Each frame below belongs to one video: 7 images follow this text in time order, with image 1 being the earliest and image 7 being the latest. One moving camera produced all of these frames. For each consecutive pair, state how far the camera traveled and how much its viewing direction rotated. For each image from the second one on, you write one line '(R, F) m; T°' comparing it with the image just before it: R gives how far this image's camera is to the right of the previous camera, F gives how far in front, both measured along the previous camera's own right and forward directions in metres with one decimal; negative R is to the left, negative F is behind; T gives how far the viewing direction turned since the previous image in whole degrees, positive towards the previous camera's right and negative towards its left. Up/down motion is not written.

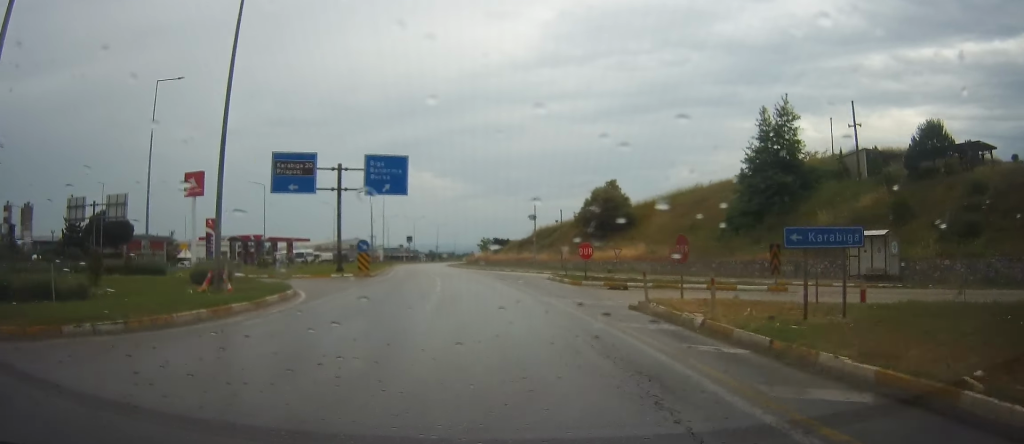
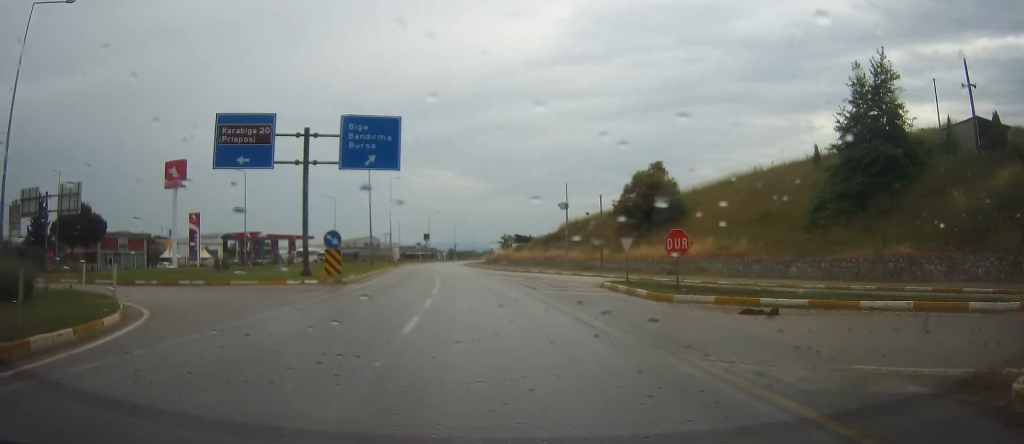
(-0.1, +14.0) m; -1°
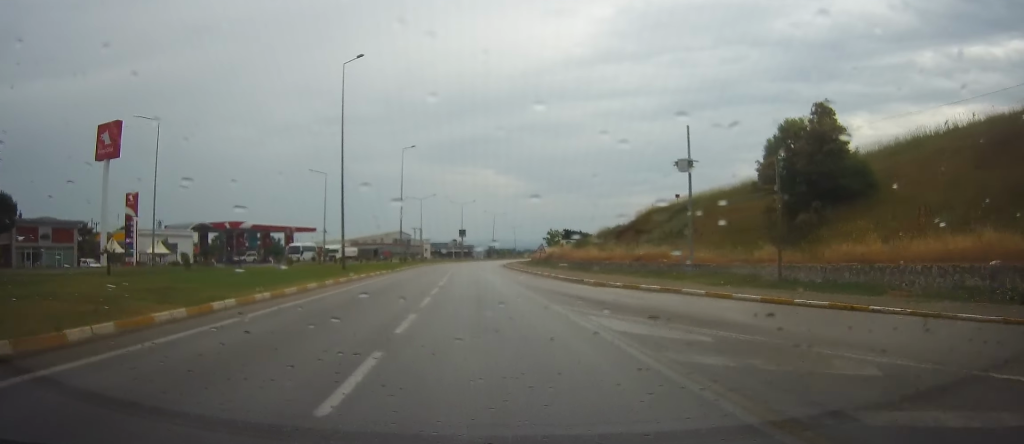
(-0.6, +29.8) m; -1°
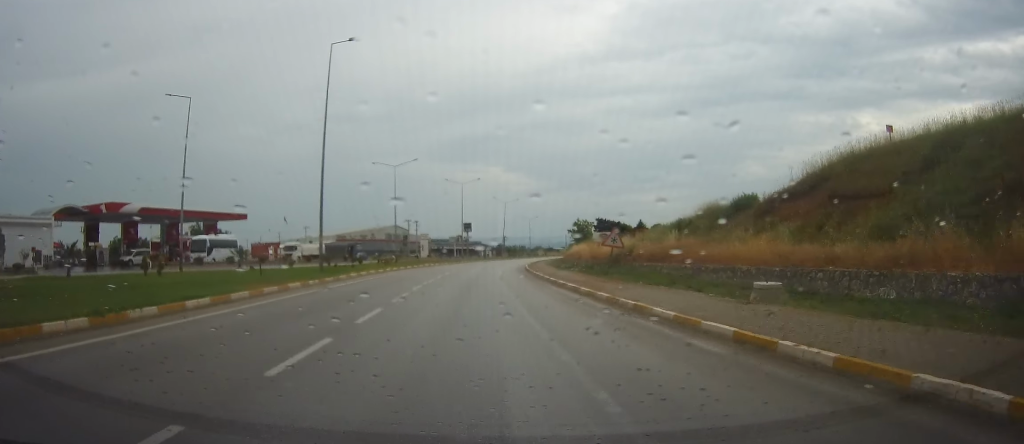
(-1.3, +38.5) m; -3°
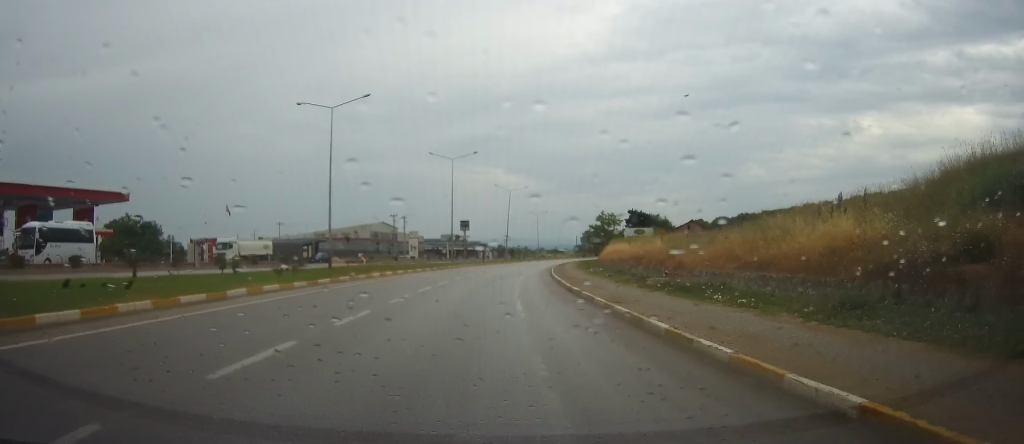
(-0.2, +29.9) m; -1°
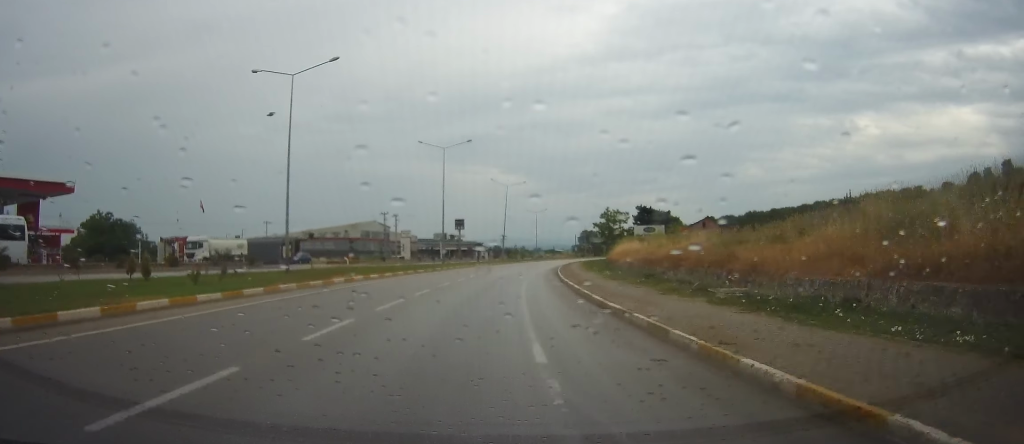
(+0.2, +8.2) m; 0°
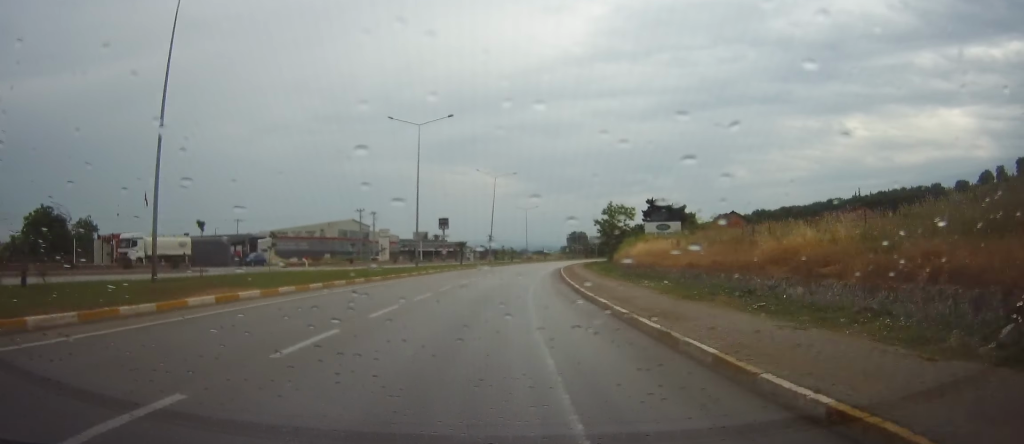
(0.0, +13.3) m; 0°
